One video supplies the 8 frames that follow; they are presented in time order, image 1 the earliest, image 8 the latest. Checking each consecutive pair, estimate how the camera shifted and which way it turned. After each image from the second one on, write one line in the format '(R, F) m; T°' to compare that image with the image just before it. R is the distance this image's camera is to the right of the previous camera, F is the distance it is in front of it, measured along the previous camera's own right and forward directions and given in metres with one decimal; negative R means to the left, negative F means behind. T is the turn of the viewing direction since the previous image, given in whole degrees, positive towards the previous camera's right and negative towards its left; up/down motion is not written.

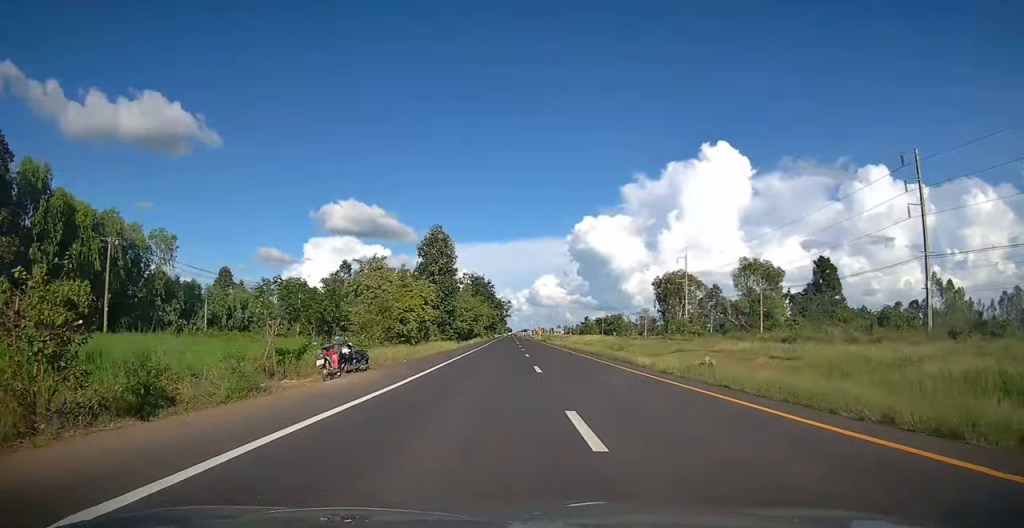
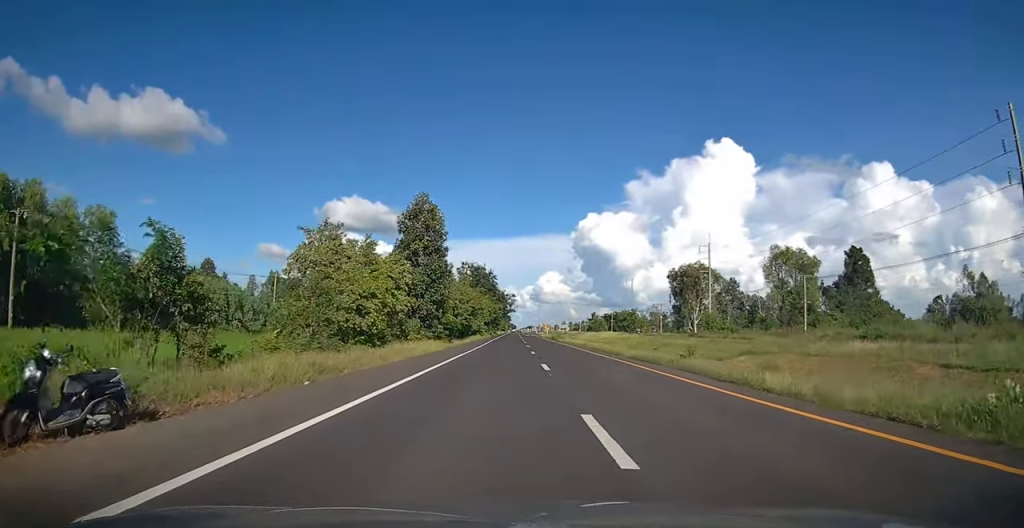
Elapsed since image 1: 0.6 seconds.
(-0.1, +12.9) m; 0°
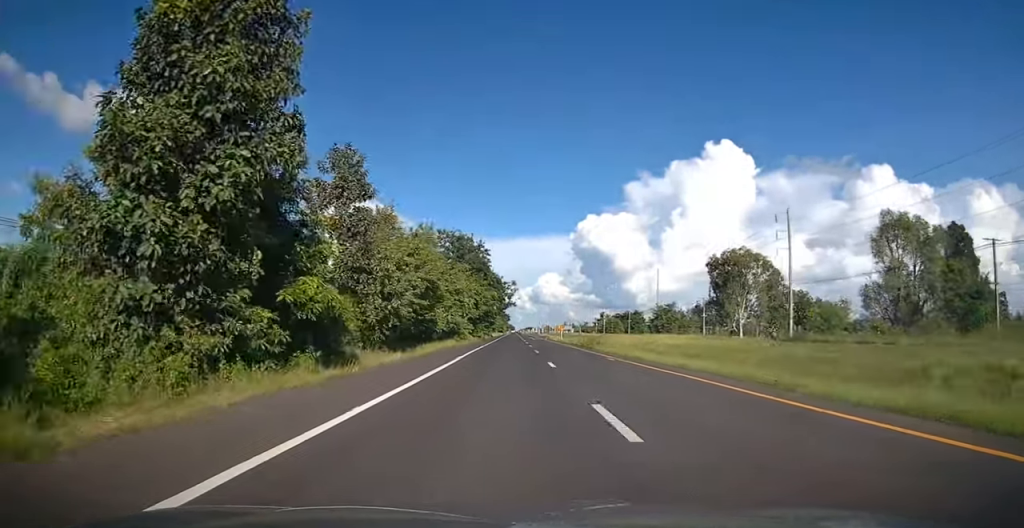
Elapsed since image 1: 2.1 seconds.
(+0.2, +34.9) m; +1°
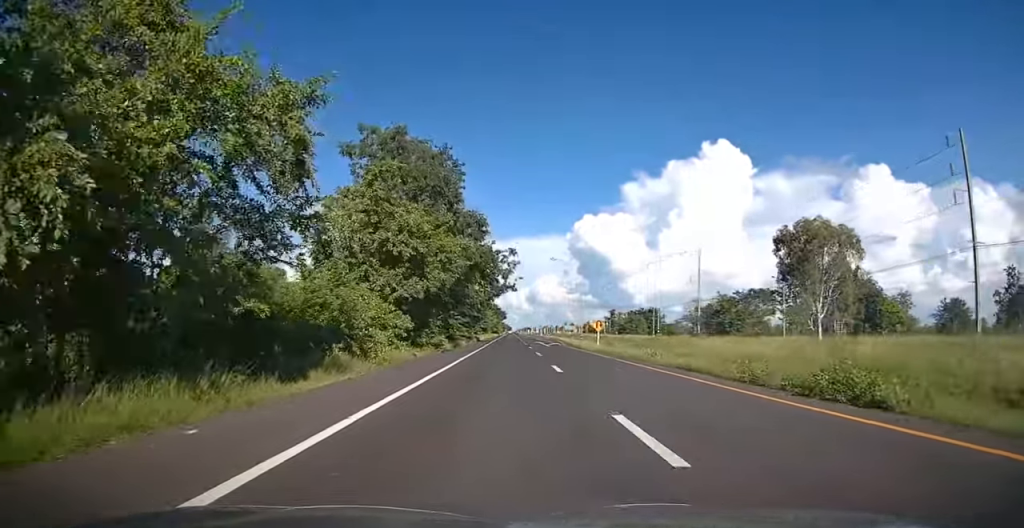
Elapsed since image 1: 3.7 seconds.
(-0.1, +37.0) m; 0°
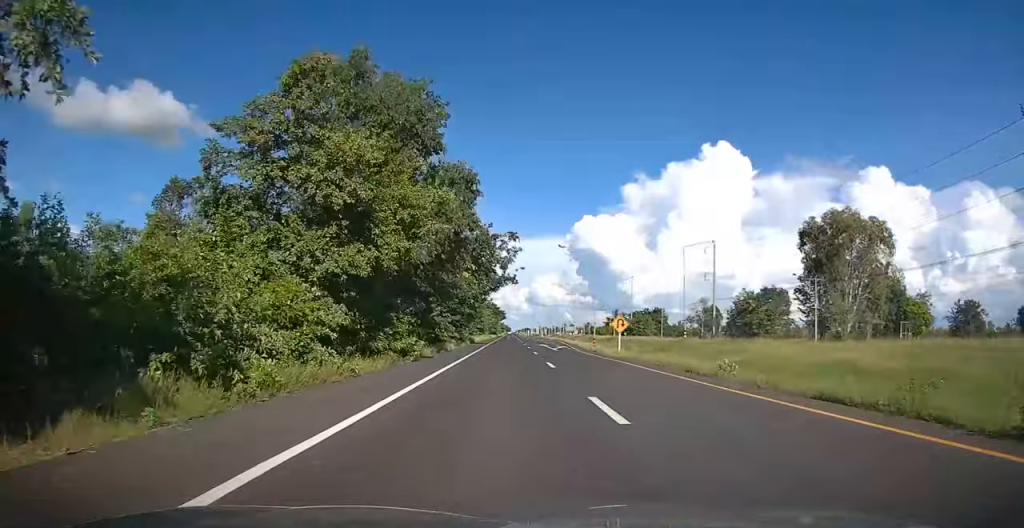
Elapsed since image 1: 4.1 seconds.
(0.0, +9.4) m; 0°
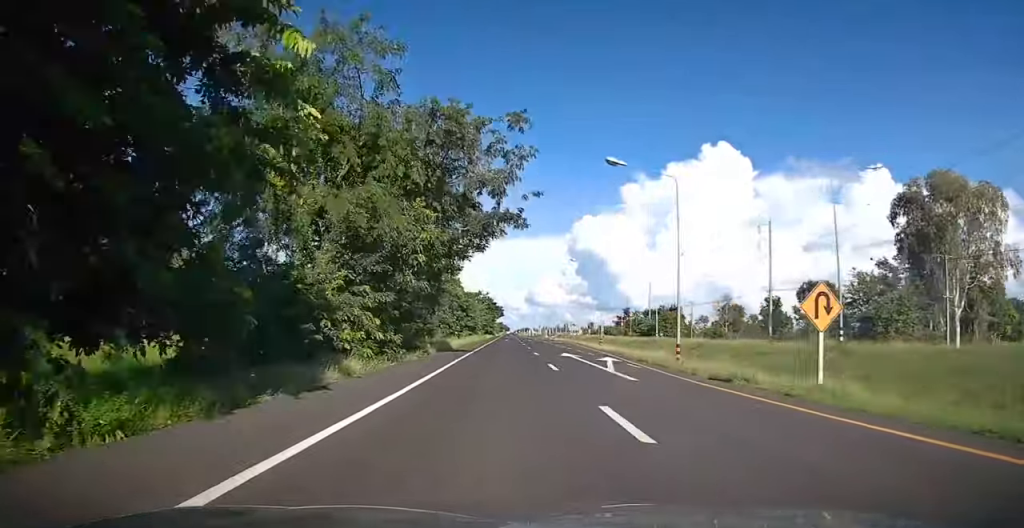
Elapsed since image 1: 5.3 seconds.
(0.0, +25.3) m; 0°
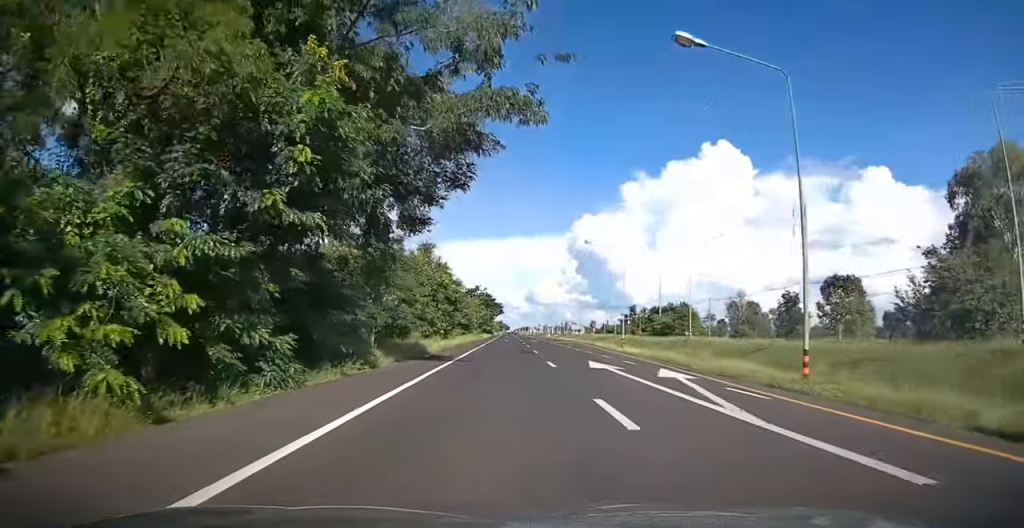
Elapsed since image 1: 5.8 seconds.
(0.0, +11.3) m; 0°
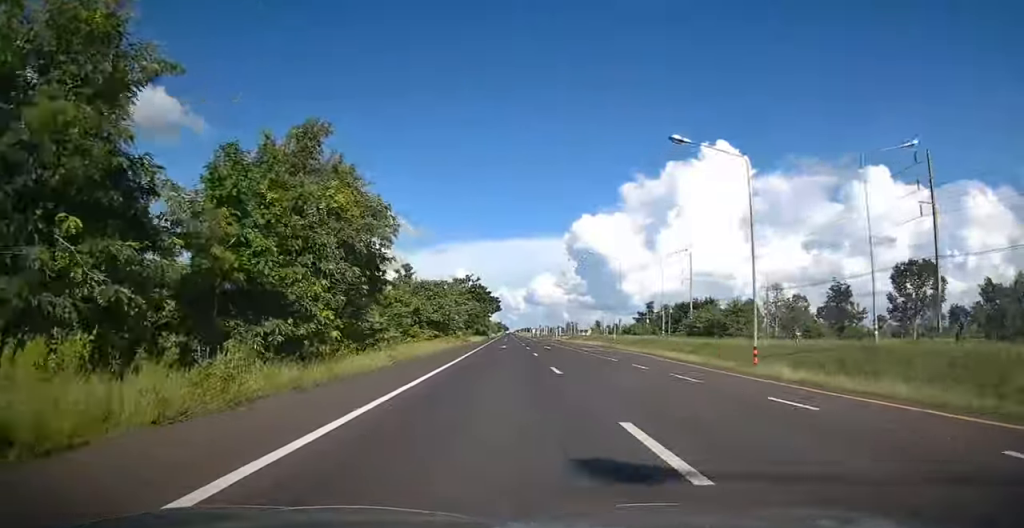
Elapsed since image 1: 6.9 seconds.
(+0.2, +26.5) m; 0°
